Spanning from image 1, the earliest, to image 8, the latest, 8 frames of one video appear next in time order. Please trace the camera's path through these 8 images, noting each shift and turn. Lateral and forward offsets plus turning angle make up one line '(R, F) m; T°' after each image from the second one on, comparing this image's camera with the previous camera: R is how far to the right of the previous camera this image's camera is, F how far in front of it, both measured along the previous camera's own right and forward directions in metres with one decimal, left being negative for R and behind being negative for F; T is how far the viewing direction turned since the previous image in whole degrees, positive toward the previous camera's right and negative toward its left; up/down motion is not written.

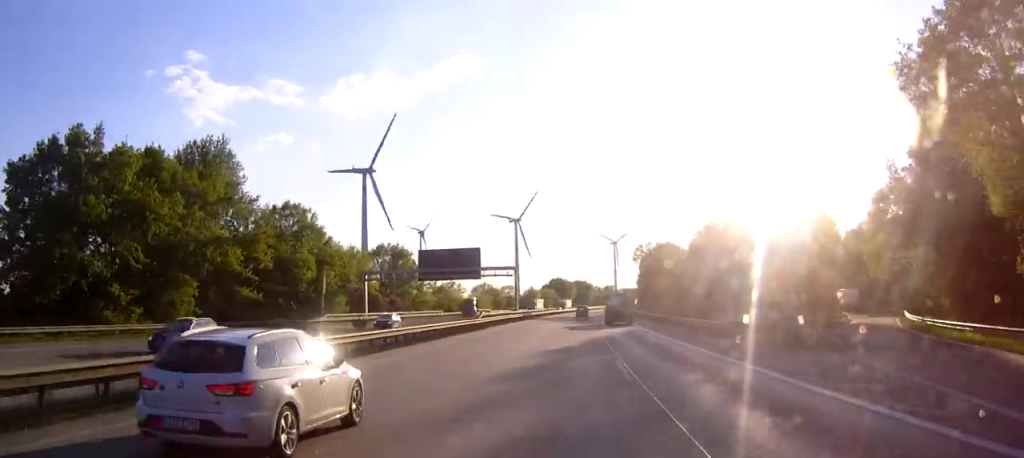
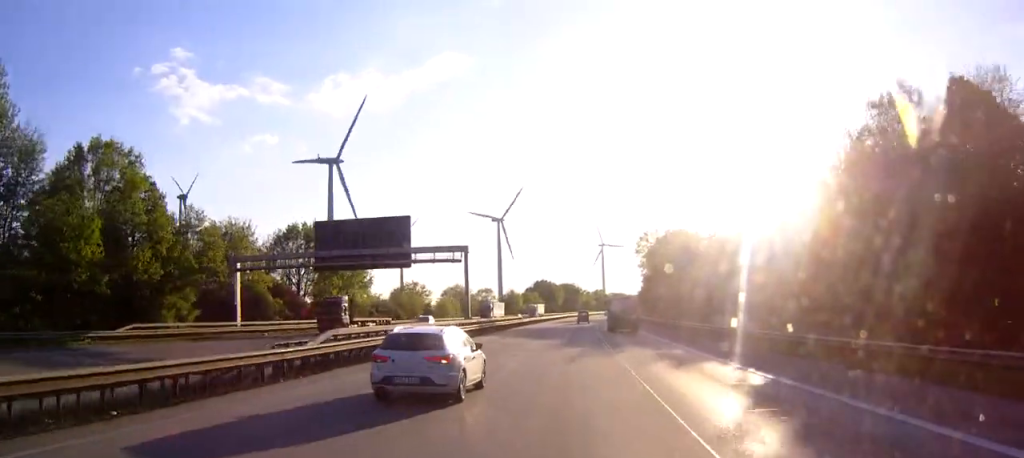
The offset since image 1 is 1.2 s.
(+0.4, +37.2) m; +1°
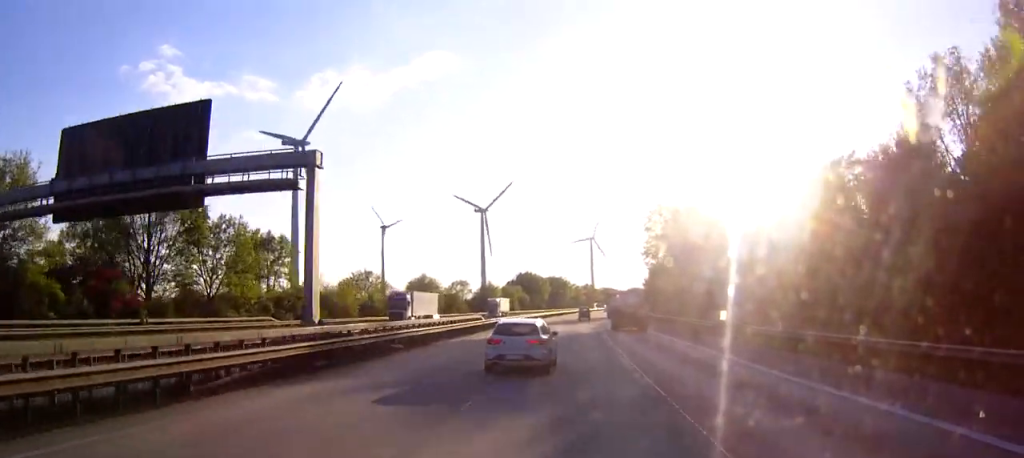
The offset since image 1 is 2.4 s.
(+0.2, +34.2) m; +1°
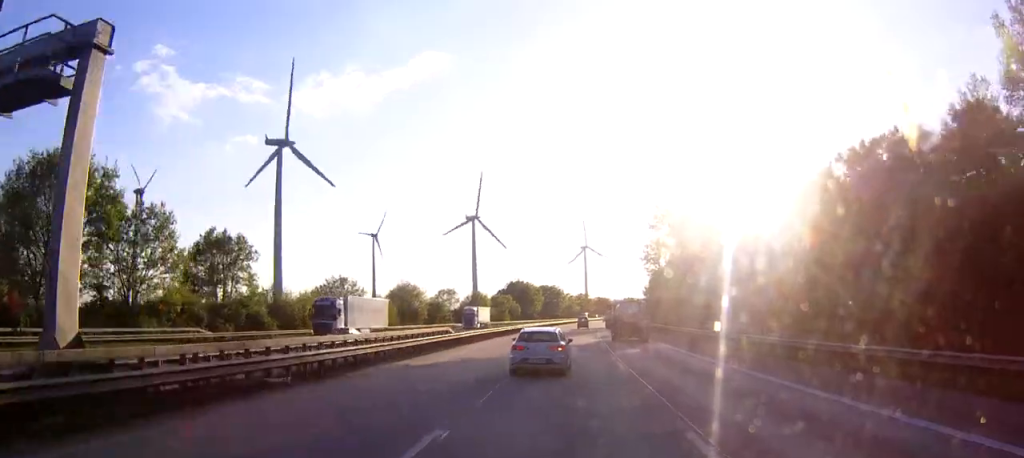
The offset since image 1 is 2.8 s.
(+0.1, +13.1) m; 0°
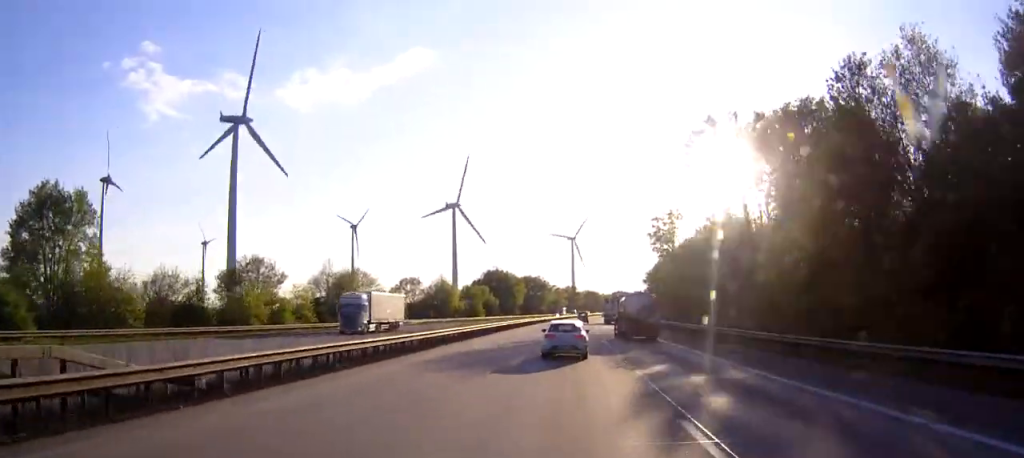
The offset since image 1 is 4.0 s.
(+0.3, +35.1) m; +1°
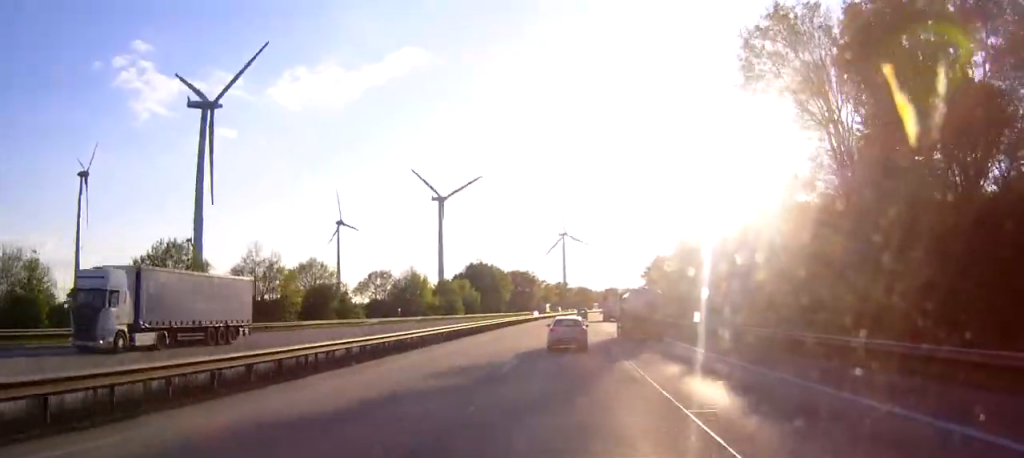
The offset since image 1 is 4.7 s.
(+0.1, +21.9) m; +1°
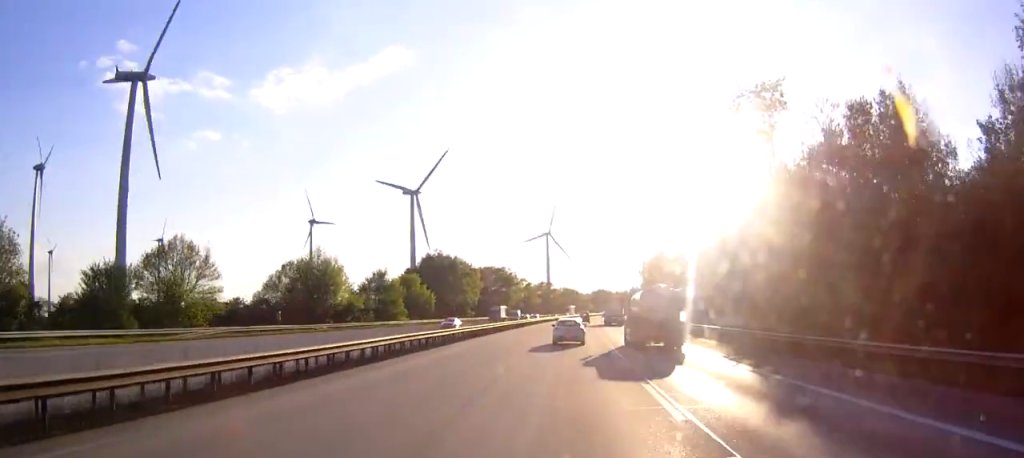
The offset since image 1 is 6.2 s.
(+0.5, +43.7) m; +1°
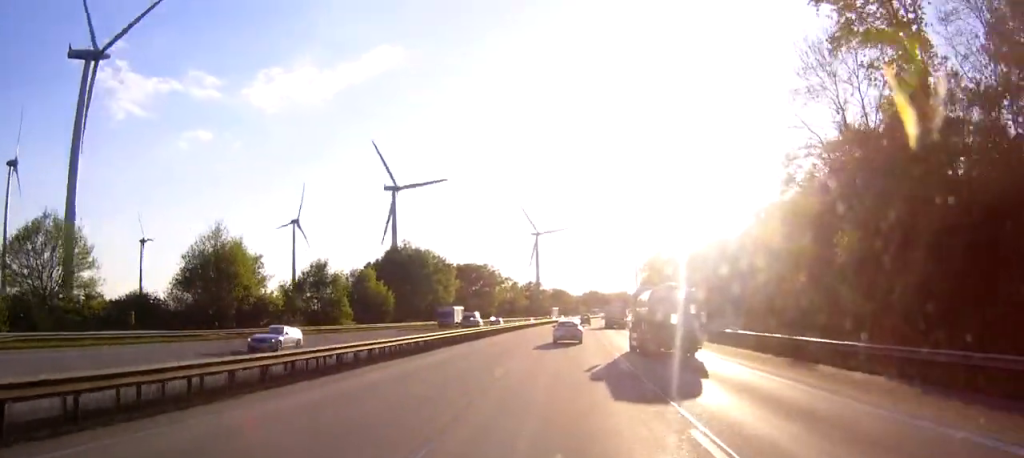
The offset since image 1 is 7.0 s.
(+0.2, +25.0) m; +1°
